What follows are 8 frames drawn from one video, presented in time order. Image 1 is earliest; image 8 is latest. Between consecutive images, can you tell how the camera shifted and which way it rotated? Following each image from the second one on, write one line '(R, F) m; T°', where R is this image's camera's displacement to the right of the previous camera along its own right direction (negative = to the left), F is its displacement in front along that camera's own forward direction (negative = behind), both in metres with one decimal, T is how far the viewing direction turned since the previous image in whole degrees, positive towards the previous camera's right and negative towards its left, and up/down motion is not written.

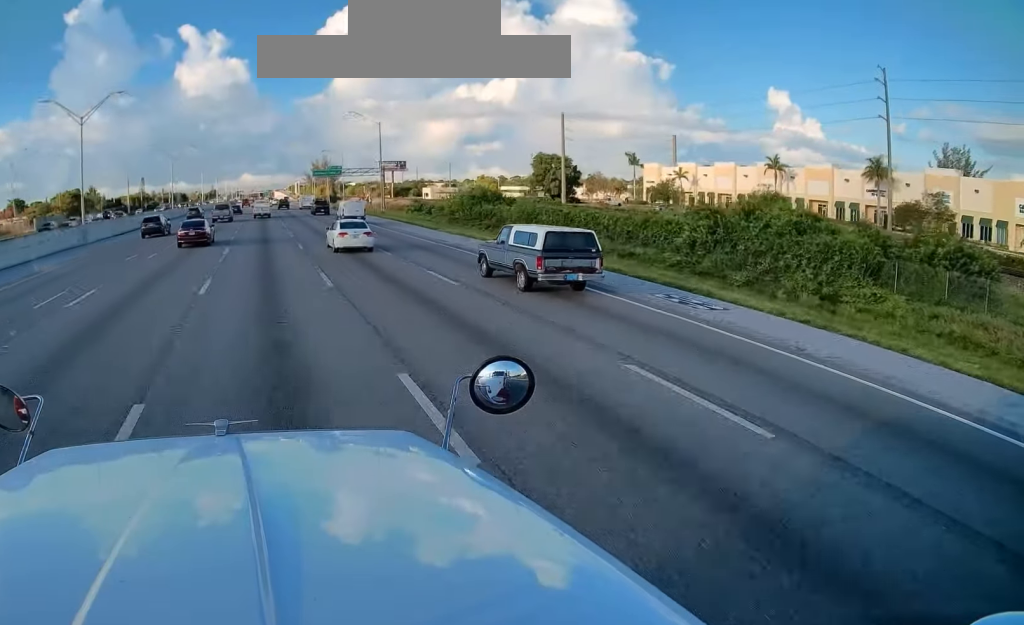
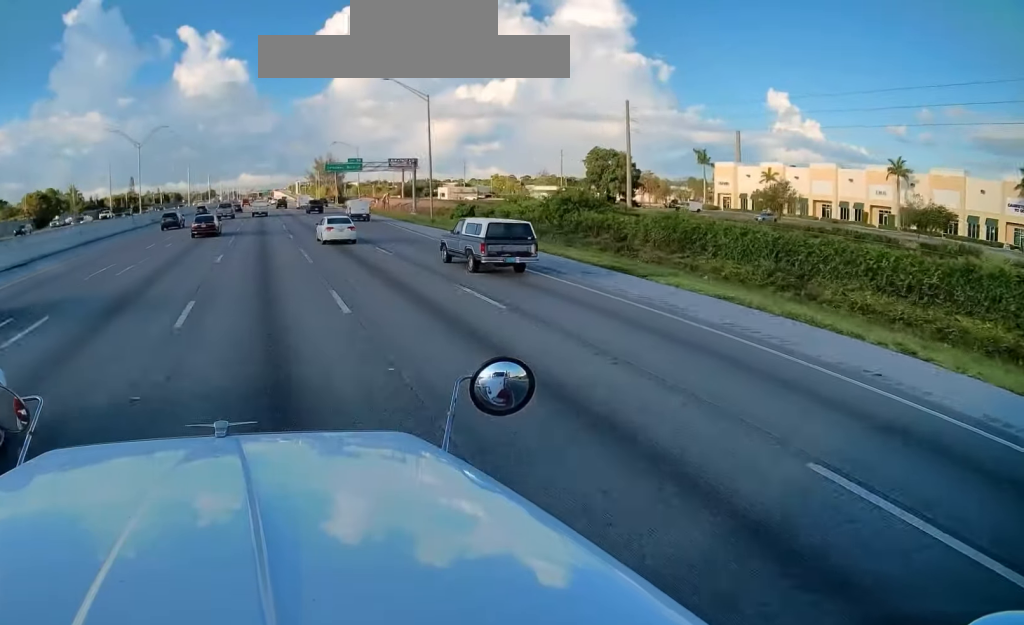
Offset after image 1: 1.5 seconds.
(-0.5, +28.8) m; -1°
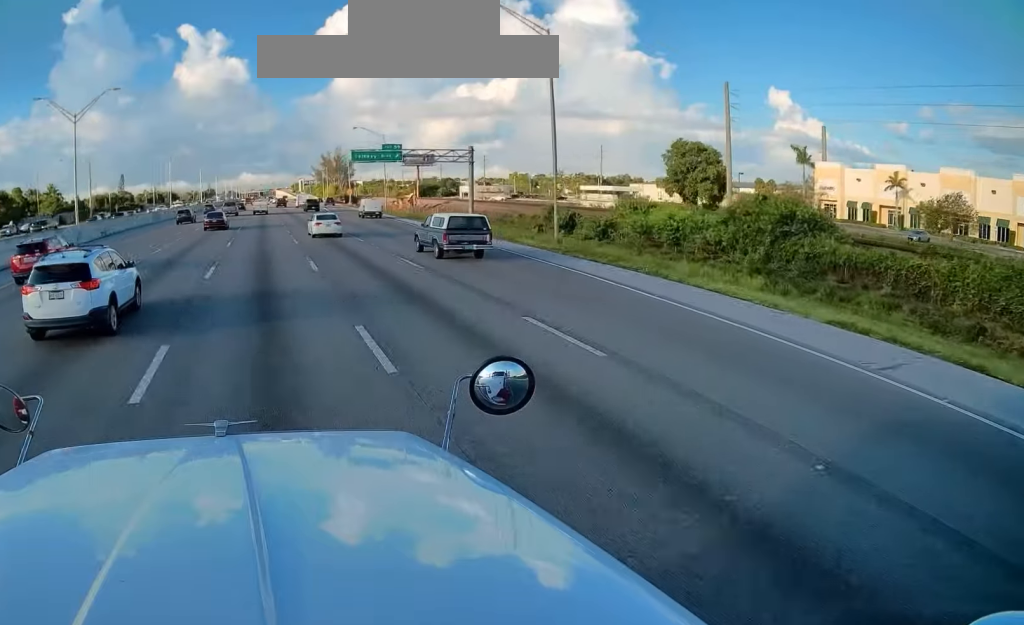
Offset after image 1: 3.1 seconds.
(+0.5, +29.5) m; 0°
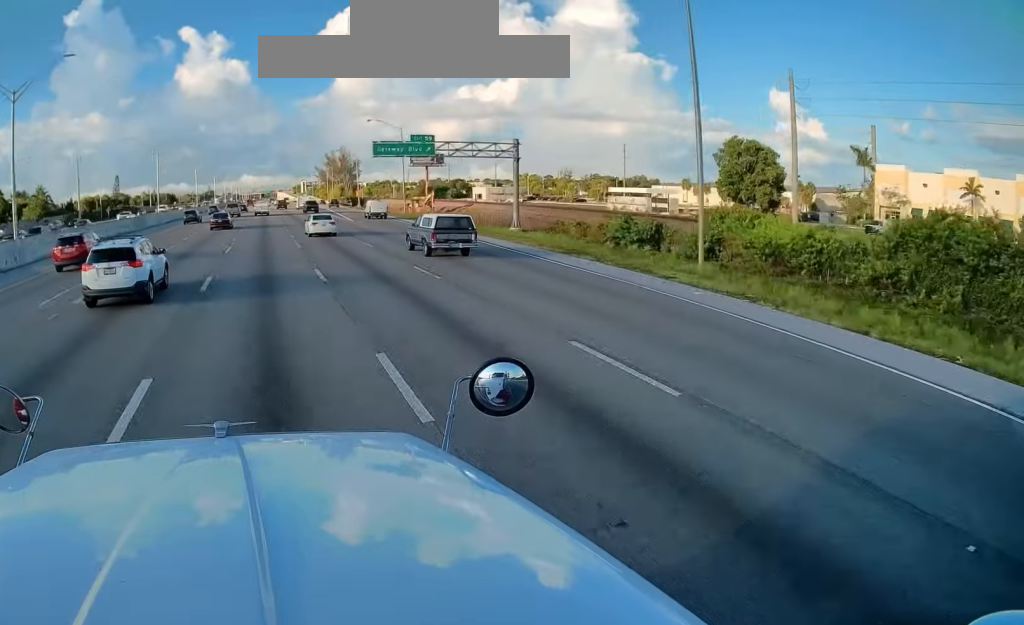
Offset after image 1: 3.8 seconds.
(-0.2, +13.6) m; 0°
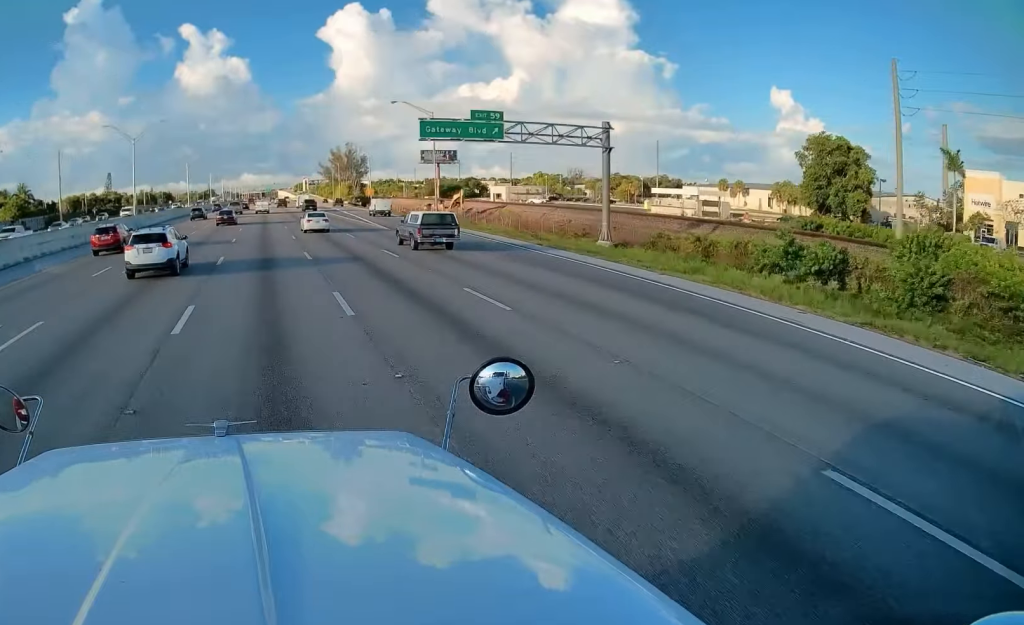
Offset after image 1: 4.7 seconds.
(-0.1, +18.3) m; 0°
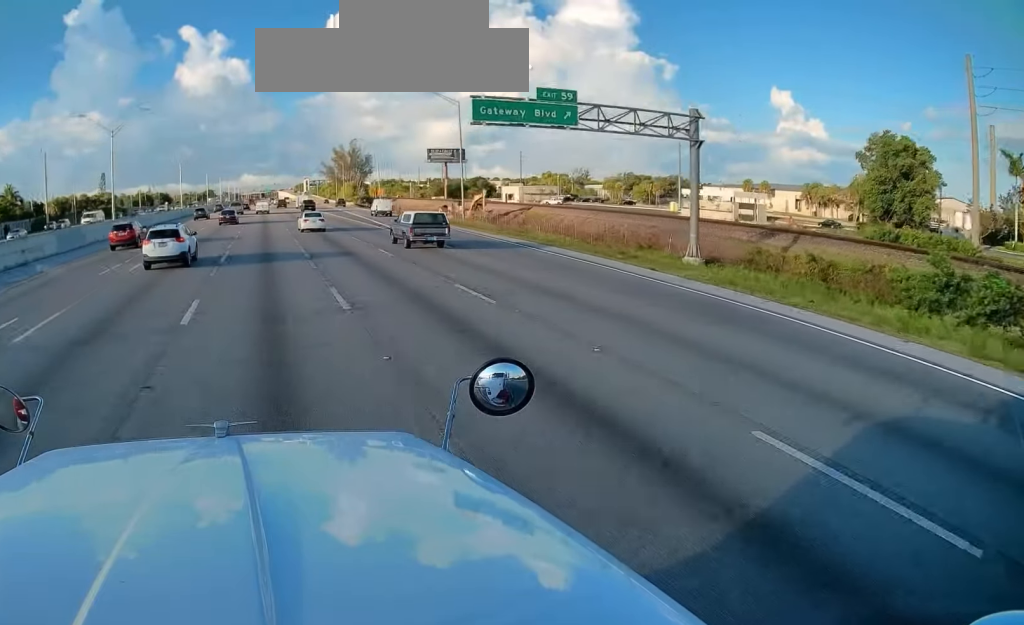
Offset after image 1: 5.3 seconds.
(+0.2, +11.2) m; 0°
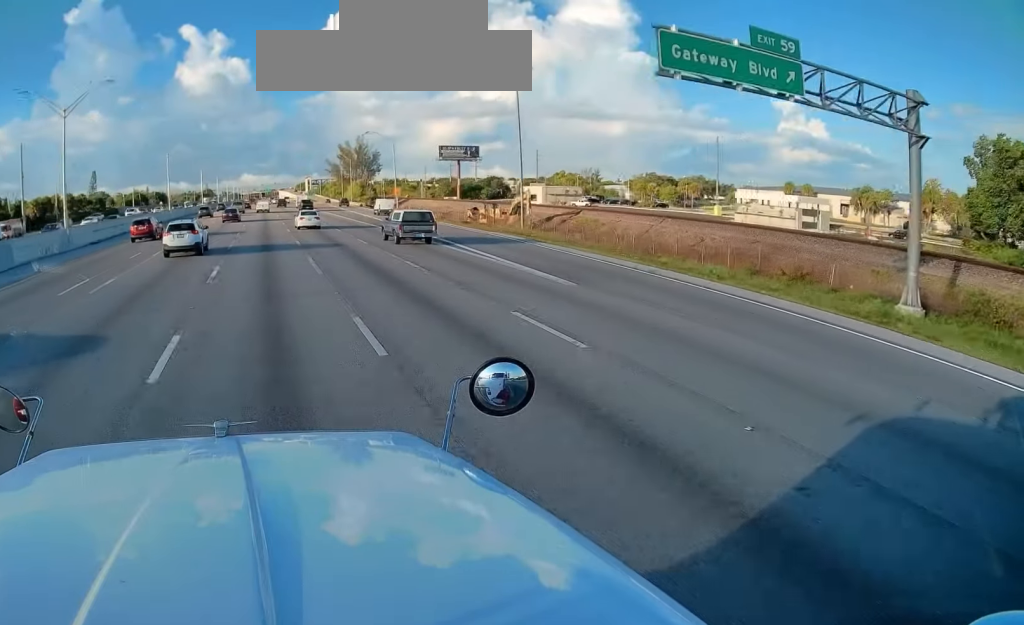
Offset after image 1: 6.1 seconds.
(-0.3, +16.7) m; 0°
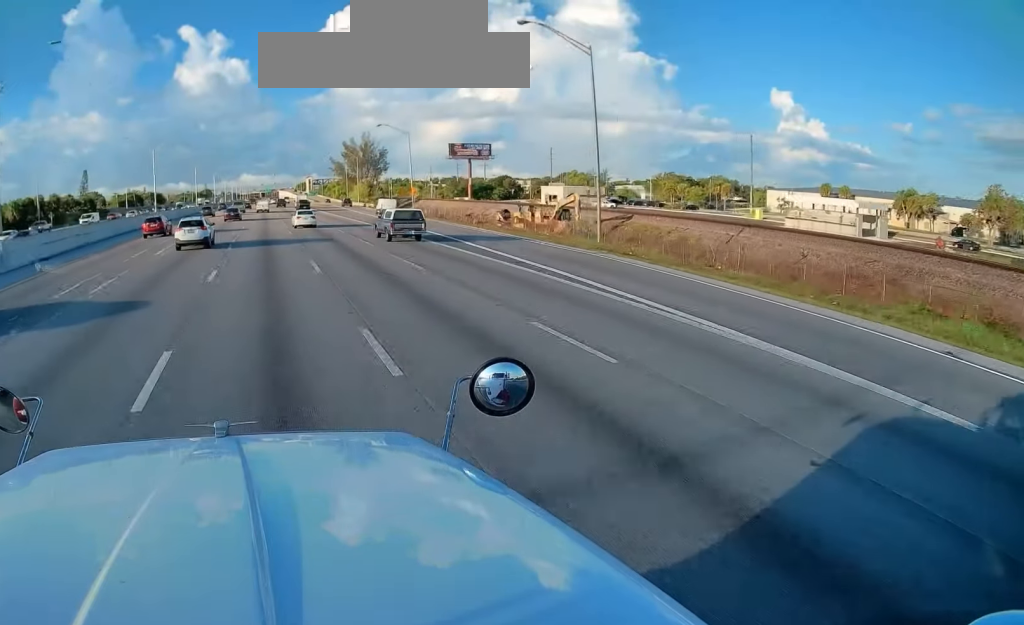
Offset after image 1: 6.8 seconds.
(+0.1, +13.6) m; 0°
